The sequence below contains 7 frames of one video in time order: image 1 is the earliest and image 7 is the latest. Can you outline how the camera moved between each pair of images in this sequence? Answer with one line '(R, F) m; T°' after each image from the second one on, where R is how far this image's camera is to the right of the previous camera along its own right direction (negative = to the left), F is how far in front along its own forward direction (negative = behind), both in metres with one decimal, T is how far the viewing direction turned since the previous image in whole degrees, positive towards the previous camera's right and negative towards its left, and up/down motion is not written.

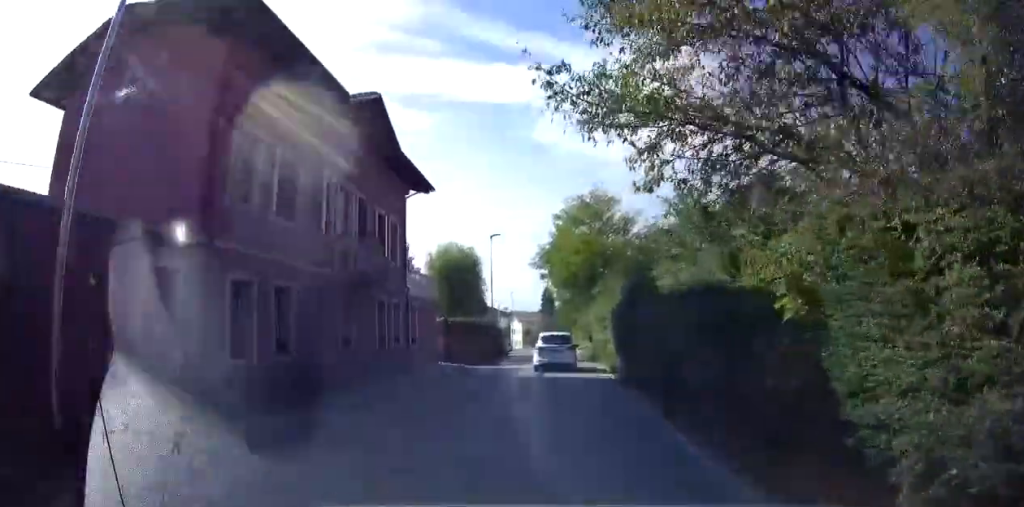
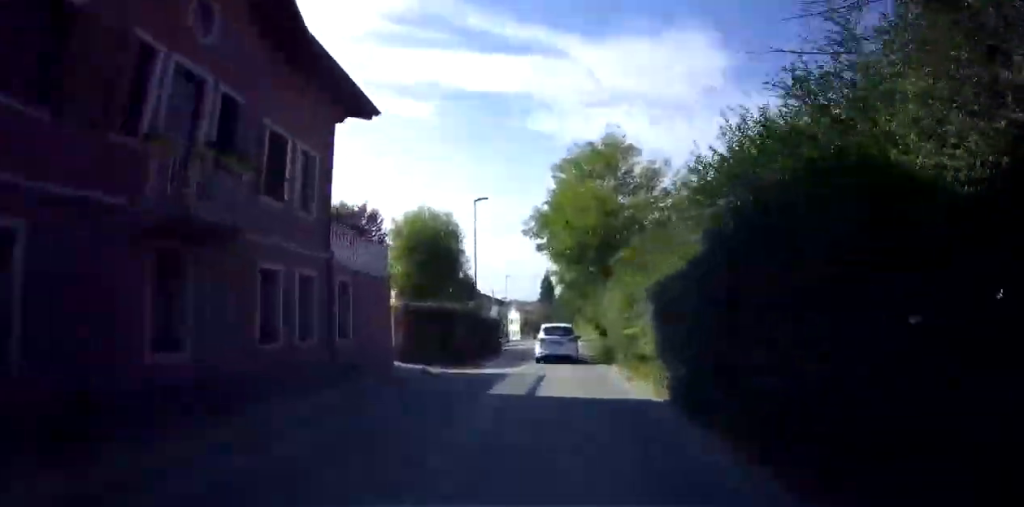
(0.0, +7.3) m; 0°
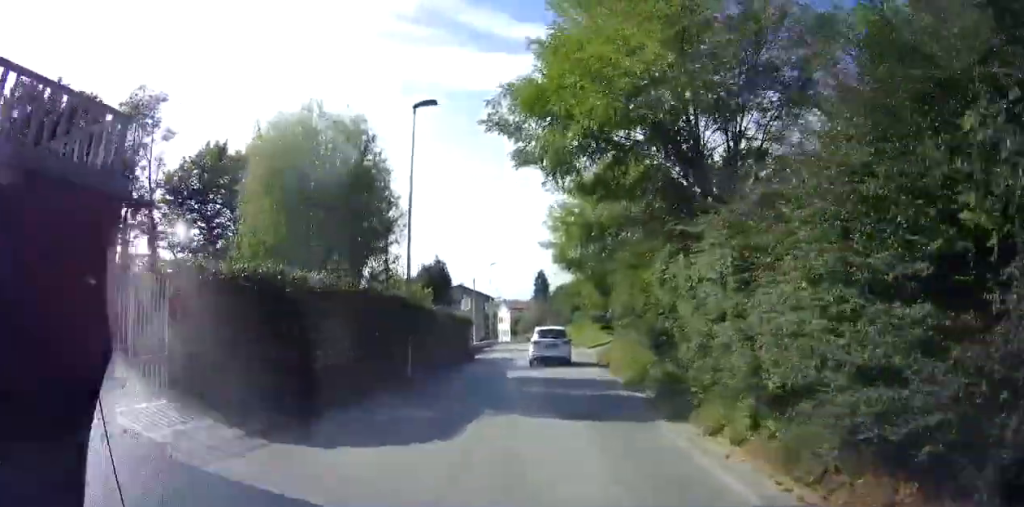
(0.0, +12.8) m; 0°
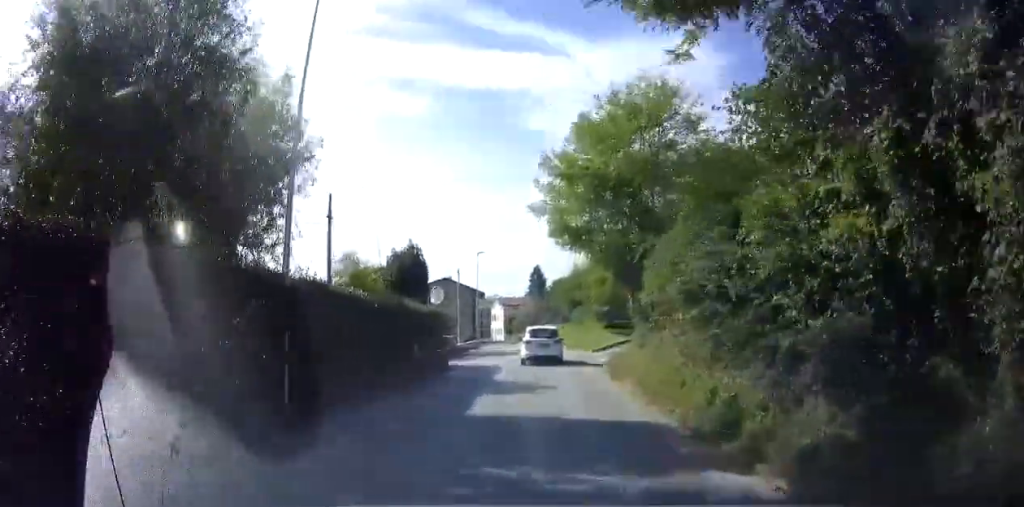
(0.0, +7.1) m; 0°
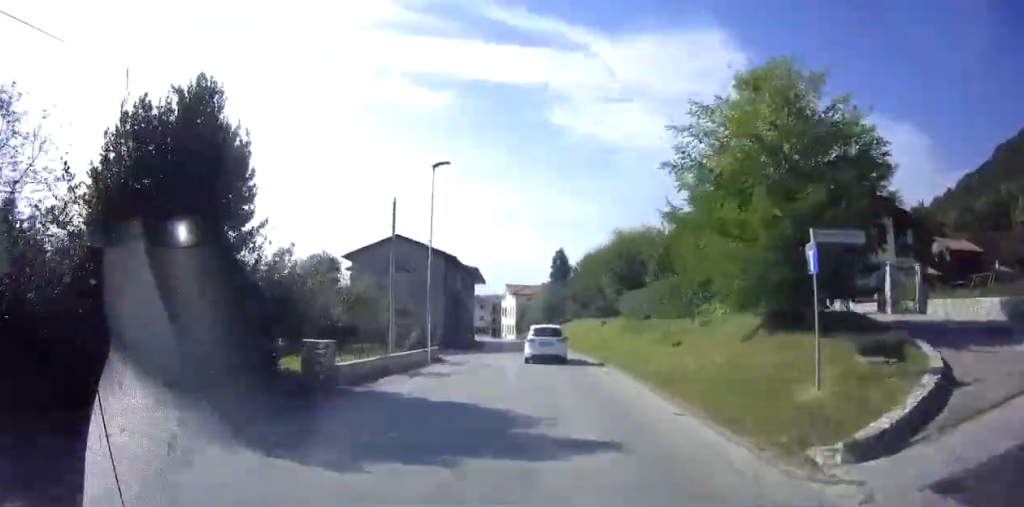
(-0.1, +25.0) m; 0°
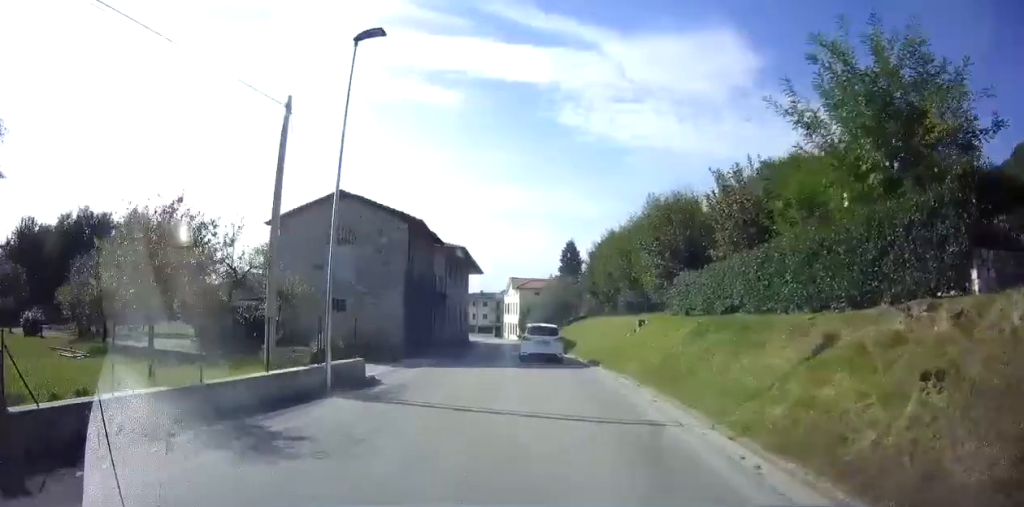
(0.0, +11.0) m; -2°
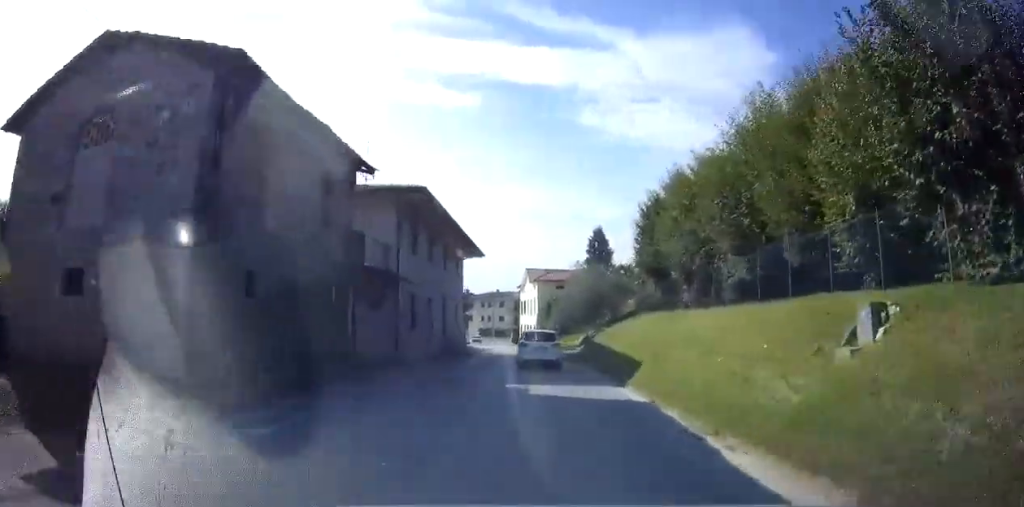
(-0.5, +15.1) m; -2°
